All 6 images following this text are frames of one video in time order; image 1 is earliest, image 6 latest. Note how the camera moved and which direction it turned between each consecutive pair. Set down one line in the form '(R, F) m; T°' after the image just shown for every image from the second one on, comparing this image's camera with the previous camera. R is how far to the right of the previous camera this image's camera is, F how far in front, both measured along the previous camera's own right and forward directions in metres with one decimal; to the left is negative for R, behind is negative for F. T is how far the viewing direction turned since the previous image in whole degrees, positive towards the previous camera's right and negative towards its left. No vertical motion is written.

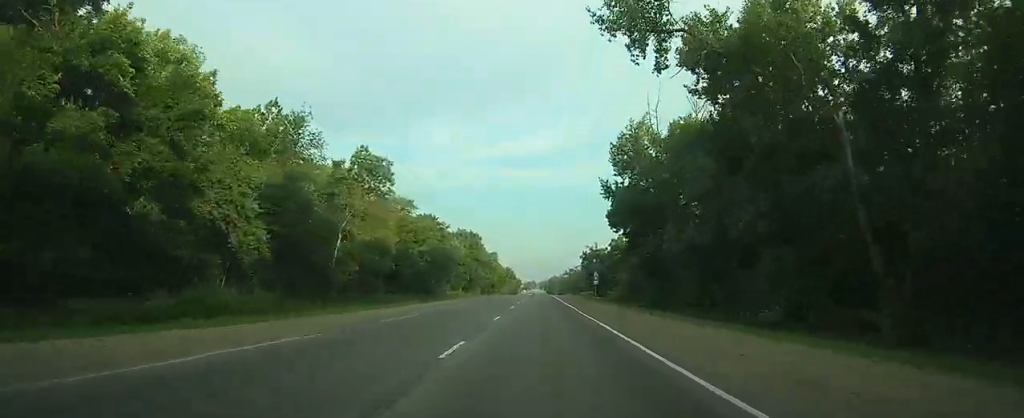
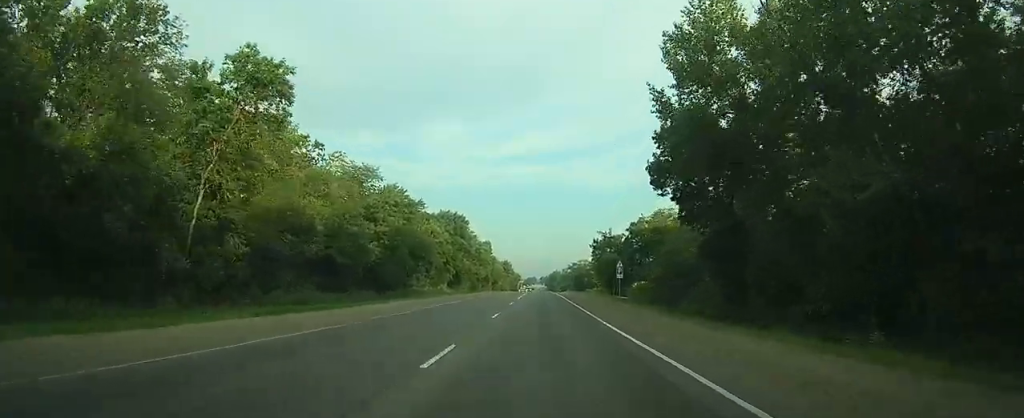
(-0.1, +24.7) m; +2°
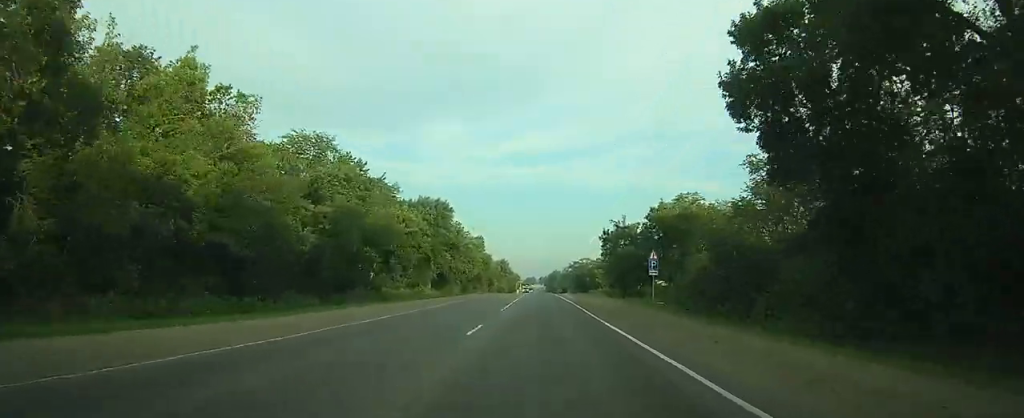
(+0.7, +16.0) m; +2°
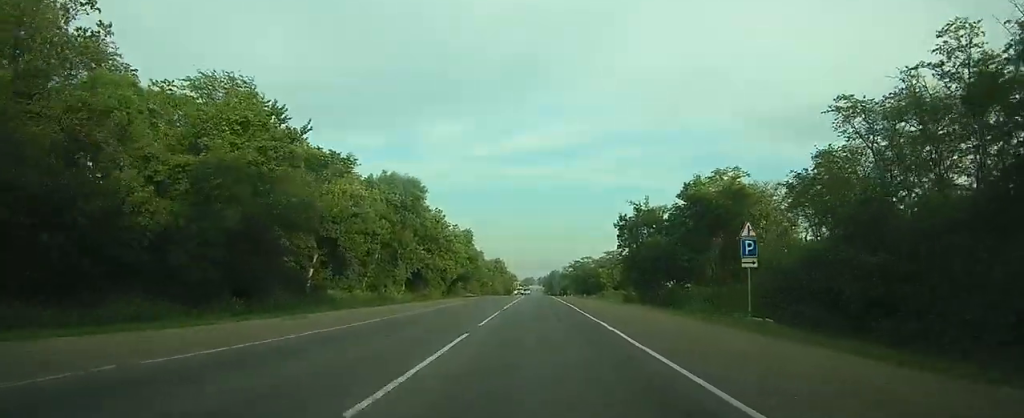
(+0.4, +17.6) m; +2°
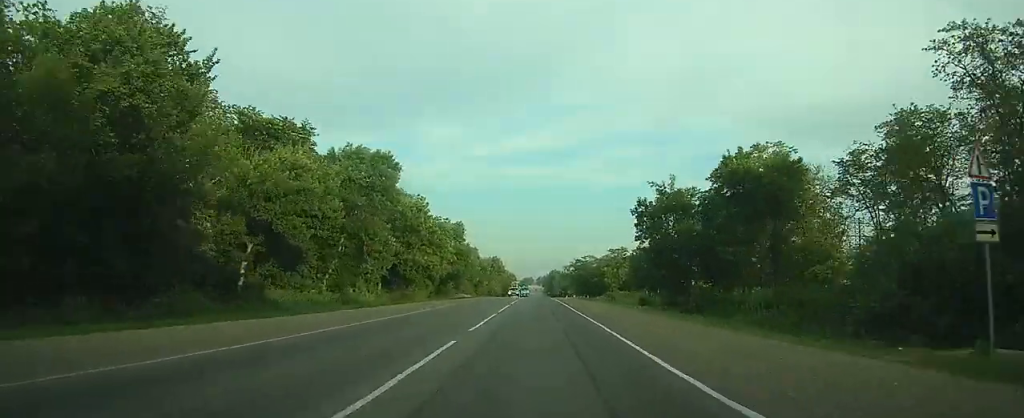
(+0.1, +11.6) m; +1°
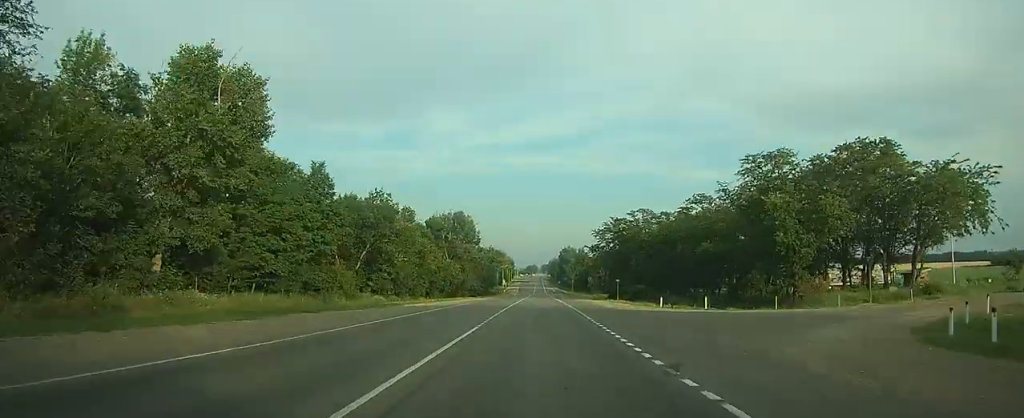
(+0.7, +135.3) m; 0°
